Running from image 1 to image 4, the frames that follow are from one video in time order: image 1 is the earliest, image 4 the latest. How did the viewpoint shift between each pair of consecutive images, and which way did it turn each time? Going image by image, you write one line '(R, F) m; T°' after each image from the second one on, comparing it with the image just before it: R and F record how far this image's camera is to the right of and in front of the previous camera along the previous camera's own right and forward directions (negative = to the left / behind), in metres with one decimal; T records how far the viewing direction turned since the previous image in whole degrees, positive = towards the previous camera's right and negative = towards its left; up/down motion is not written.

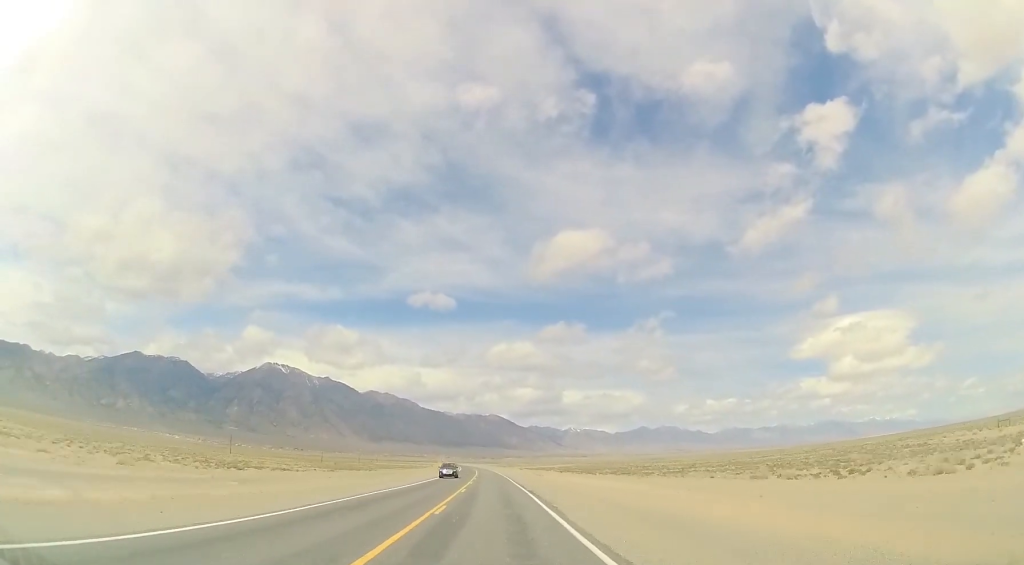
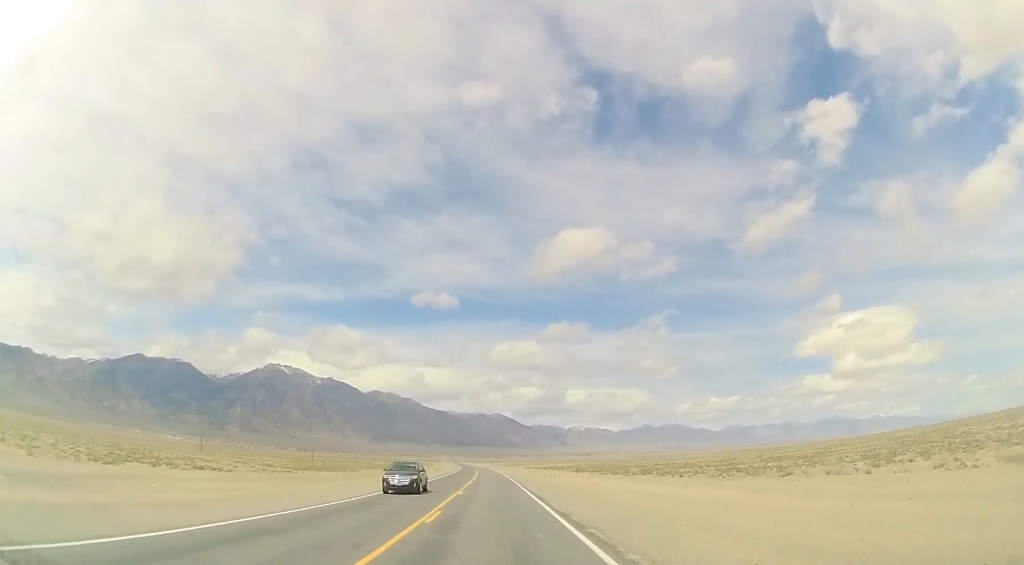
(0.0, +16.3) m; 0°
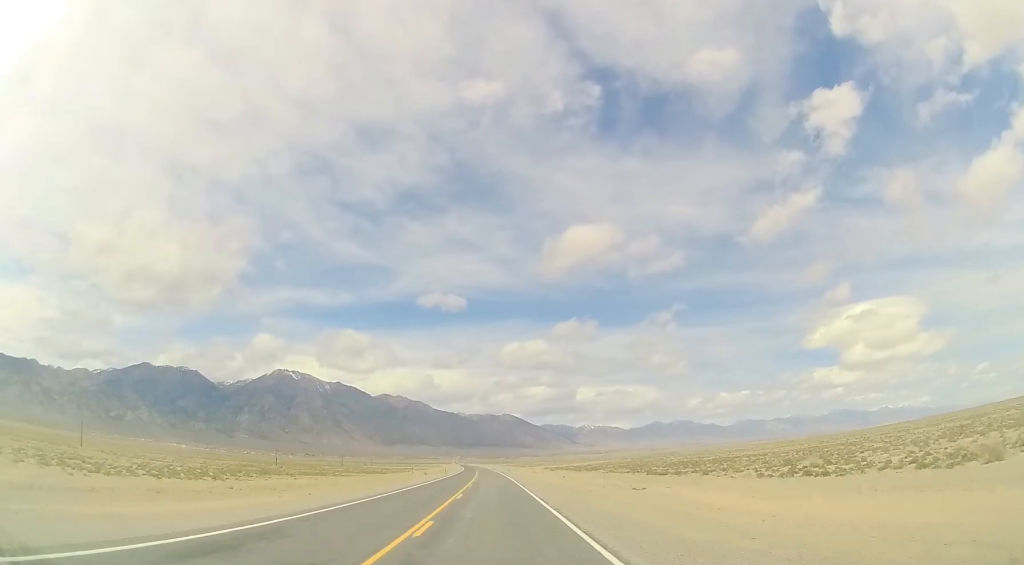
(-0.6, +43.7) m; -1°
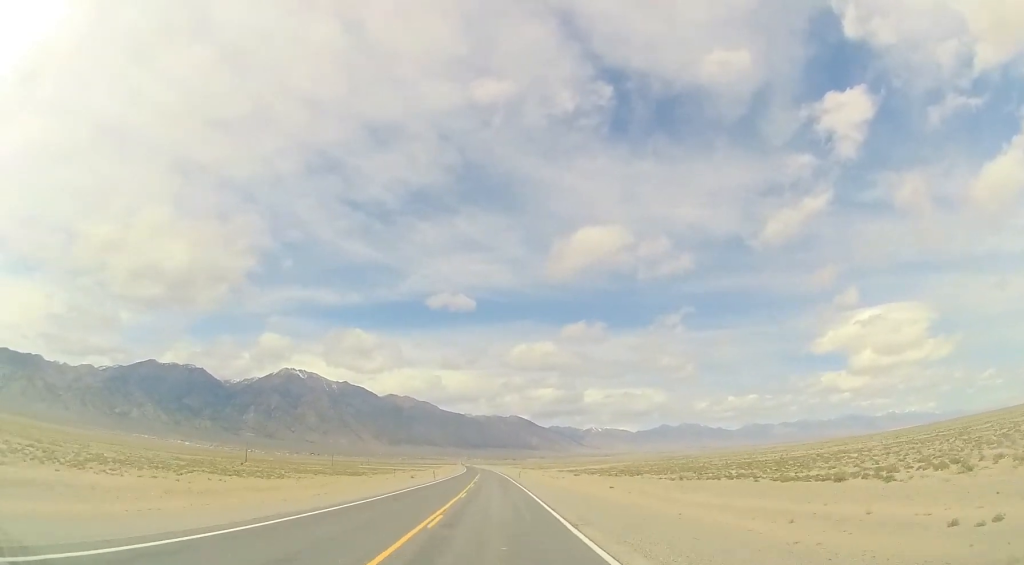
(0.0, +25.2) m; 0°
